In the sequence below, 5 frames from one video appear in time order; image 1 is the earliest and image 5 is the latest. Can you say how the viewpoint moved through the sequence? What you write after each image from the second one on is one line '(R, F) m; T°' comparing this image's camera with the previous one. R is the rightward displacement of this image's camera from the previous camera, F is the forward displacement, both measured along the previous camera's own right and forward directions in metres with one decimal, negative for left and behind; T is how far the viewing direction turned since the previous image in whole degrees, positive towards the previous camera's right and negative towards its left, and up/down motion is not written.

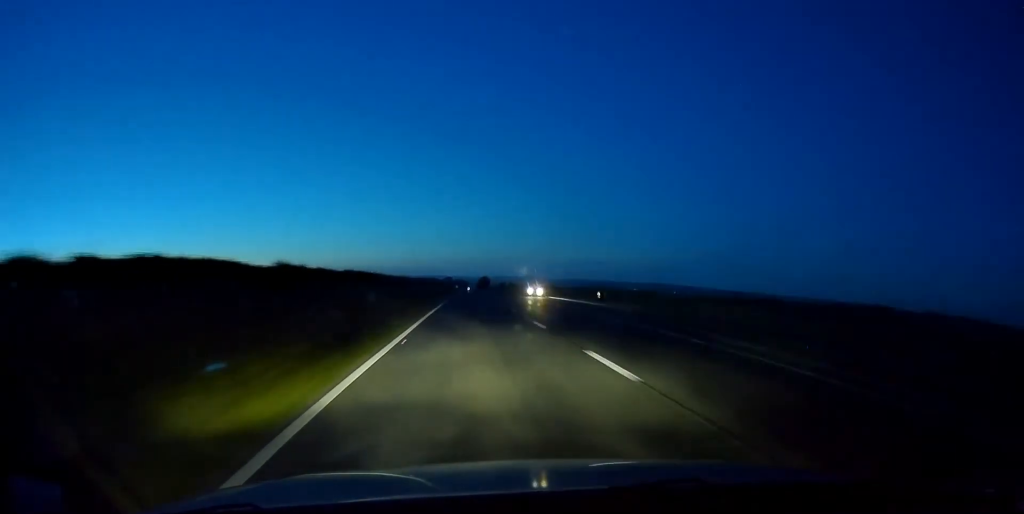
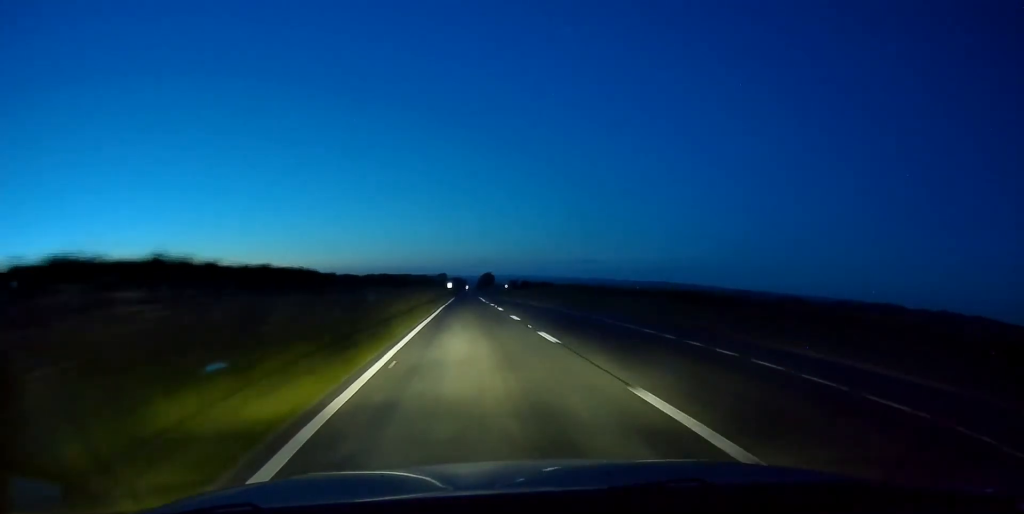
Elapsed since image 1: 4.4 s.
(+0.4, +107.0) m; 0°
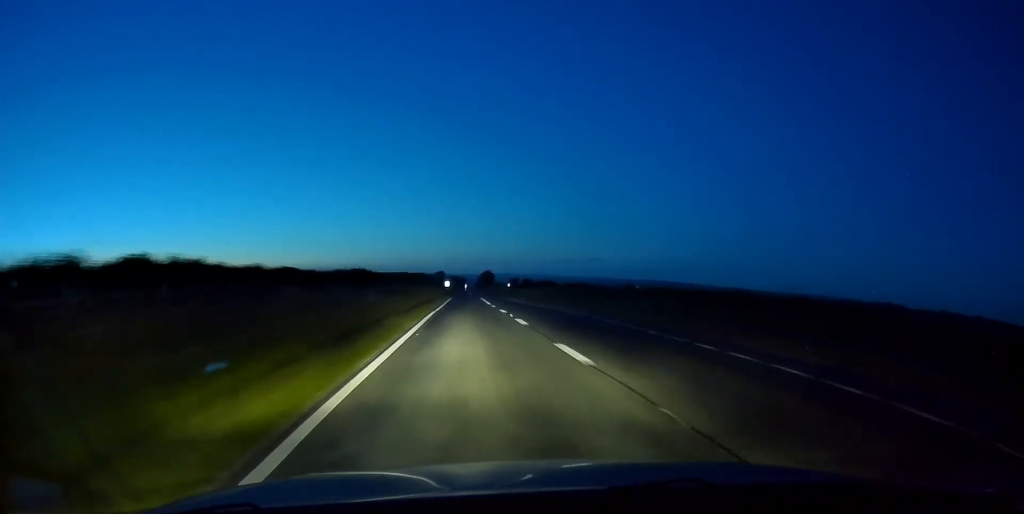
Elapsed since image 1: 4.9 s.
(-0.2, +12.2) m; 0°
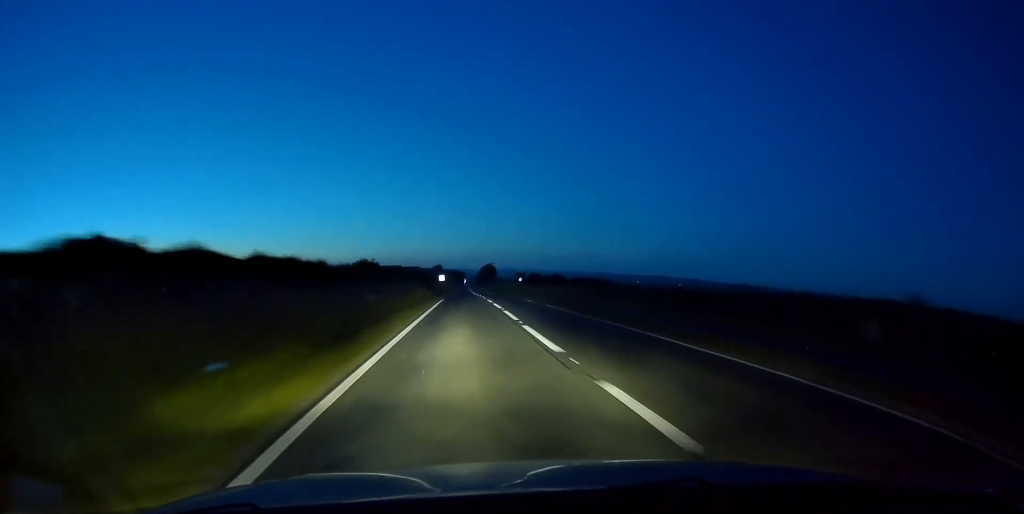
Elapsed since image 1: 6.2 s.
(+0.1, +30.1) m; +1°
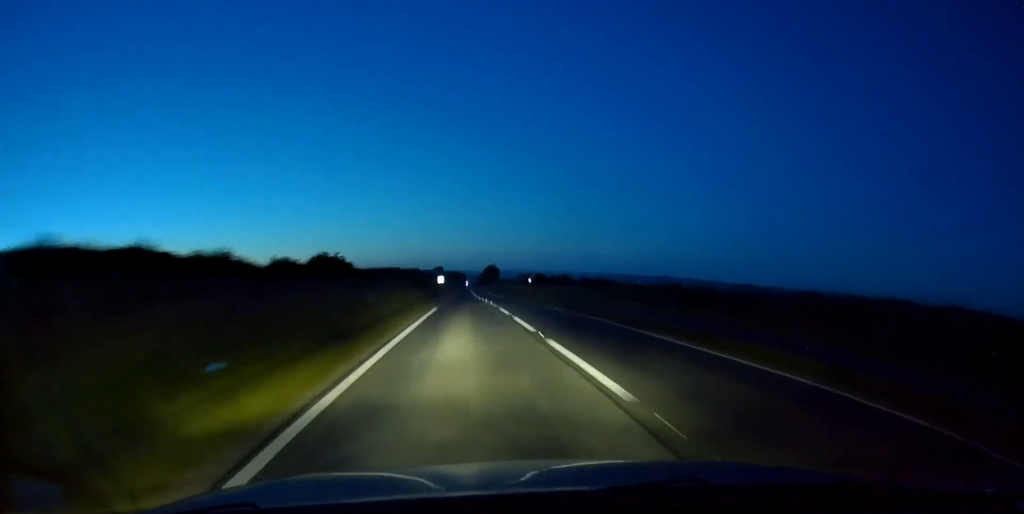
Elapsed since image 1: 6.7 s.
(0.0, +13.1) m; 0°
